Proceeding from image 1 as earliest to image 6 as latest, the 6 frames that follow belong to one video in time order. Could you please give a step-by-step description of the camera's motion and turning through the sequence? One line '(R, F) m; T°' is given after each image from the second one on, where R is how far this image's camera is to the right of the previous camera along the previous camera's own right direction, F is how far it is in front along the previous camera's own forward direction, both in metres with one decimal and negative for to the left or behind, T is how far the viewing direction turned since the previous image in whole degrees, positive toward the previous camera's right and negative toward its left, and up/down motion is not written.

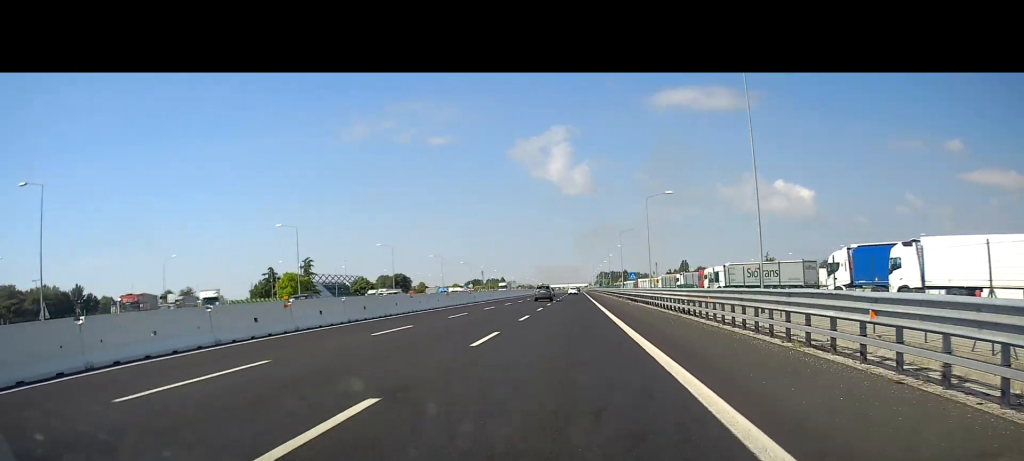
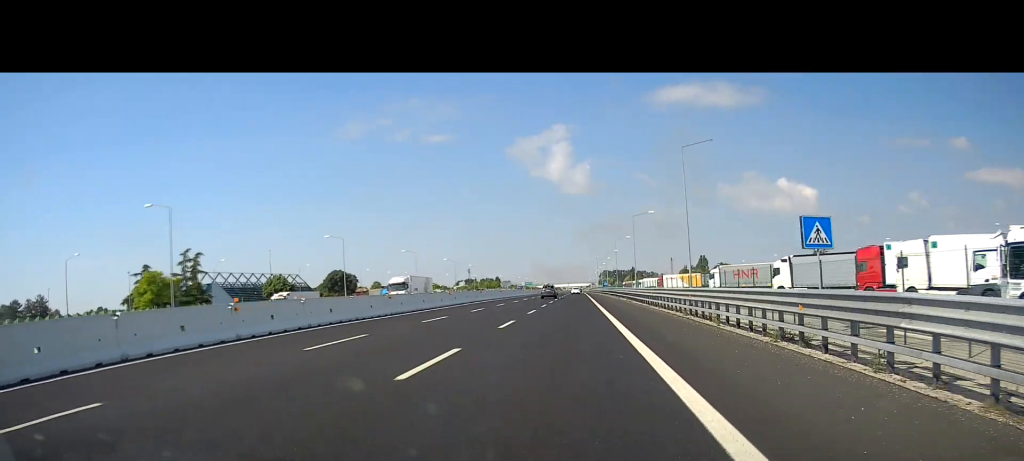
(-0.1, +64.9) m; 0°
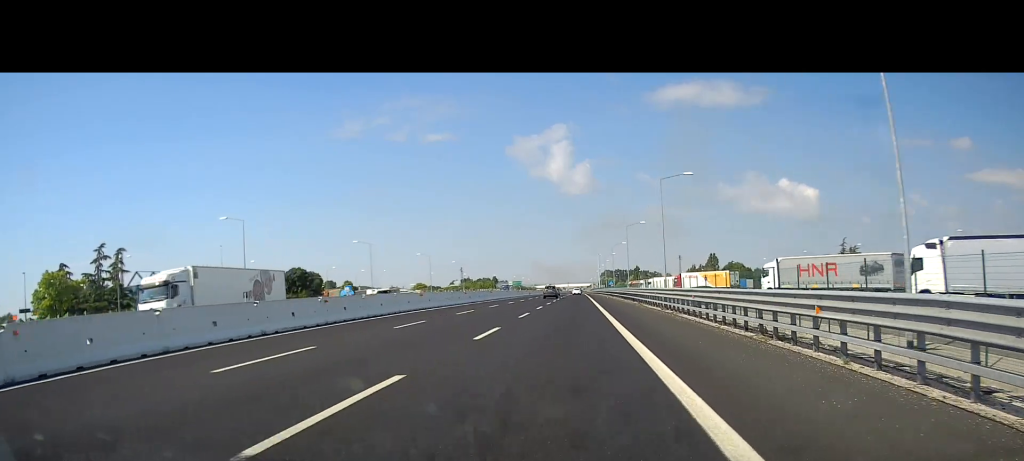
(0.0, +28.4) m; 0°
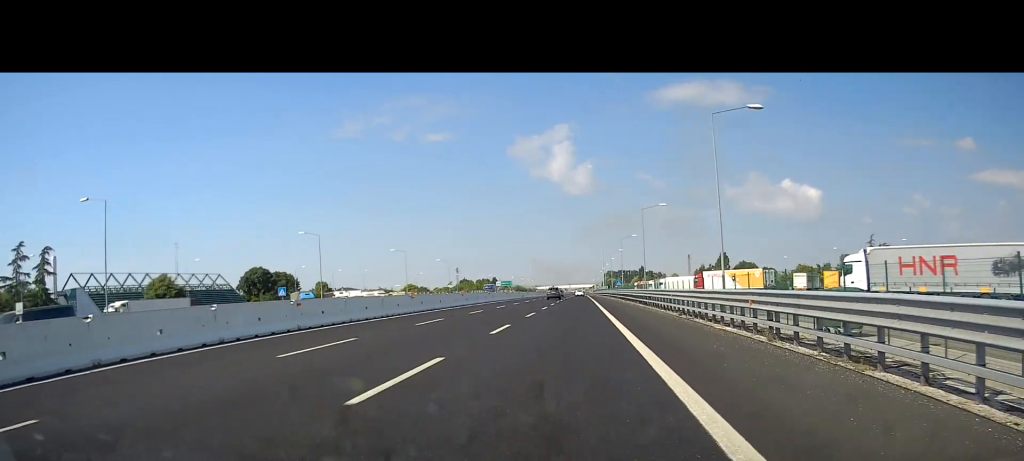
(+0.1, +21.2) m; 0°
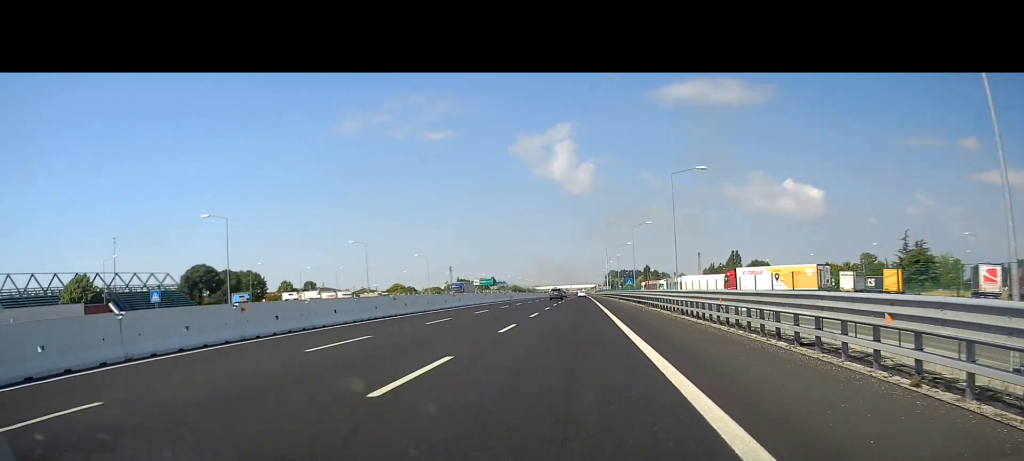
(0.0, +22.8) m; -1°
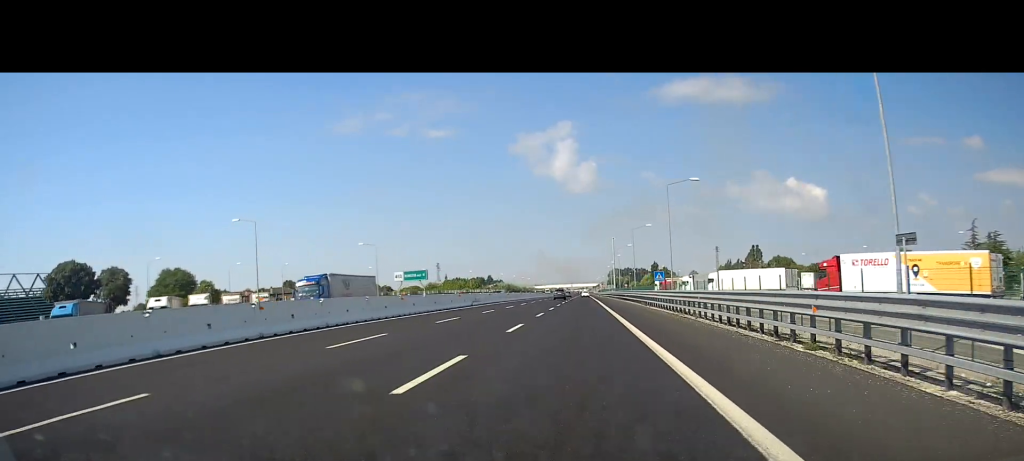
(+0.1, +34.9) m; +1°
